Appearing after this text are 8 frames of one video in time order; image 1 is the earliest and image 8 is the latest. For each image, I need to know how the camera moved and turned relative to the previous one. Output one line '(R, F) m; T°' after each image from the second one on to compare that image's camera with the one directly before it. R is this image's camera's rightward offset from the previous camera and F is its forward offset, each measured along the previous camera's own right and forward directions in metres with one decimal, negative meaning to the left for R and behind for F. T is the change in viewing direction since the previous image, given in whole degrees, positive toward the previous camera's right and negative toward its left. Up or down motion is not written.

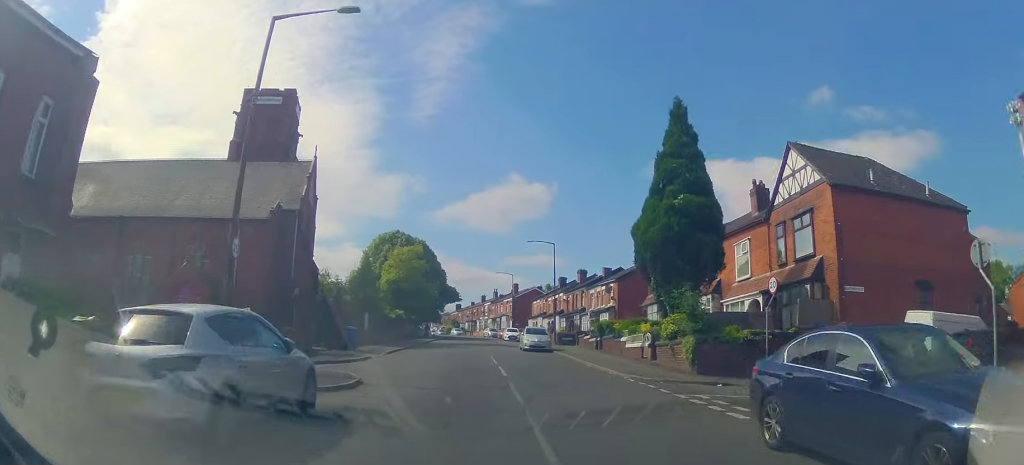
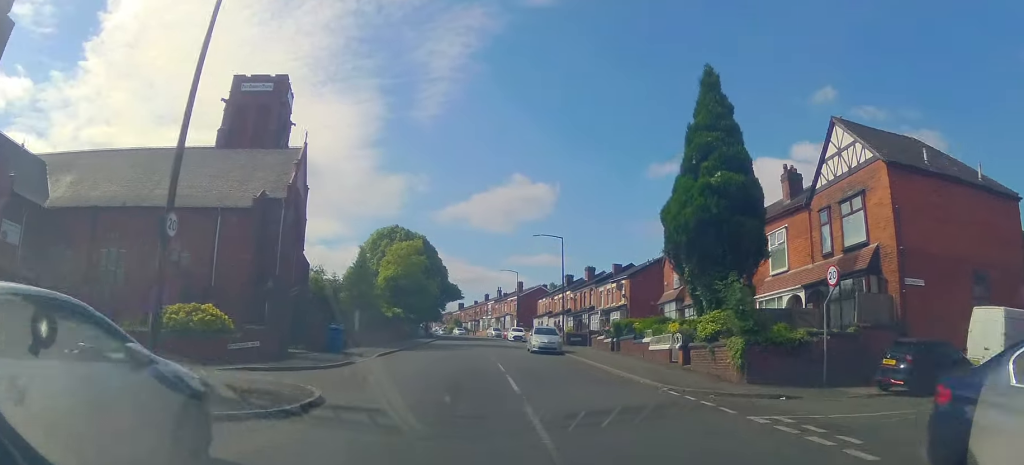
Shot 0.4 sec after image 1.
(0.0, +3.7) m; 0°
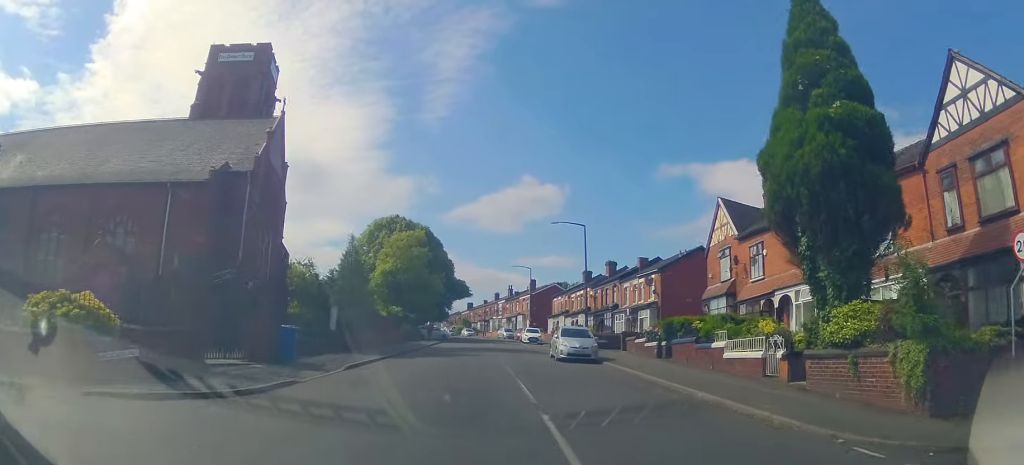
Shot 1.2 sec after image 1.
(+0.1, +7.5) m; -1°
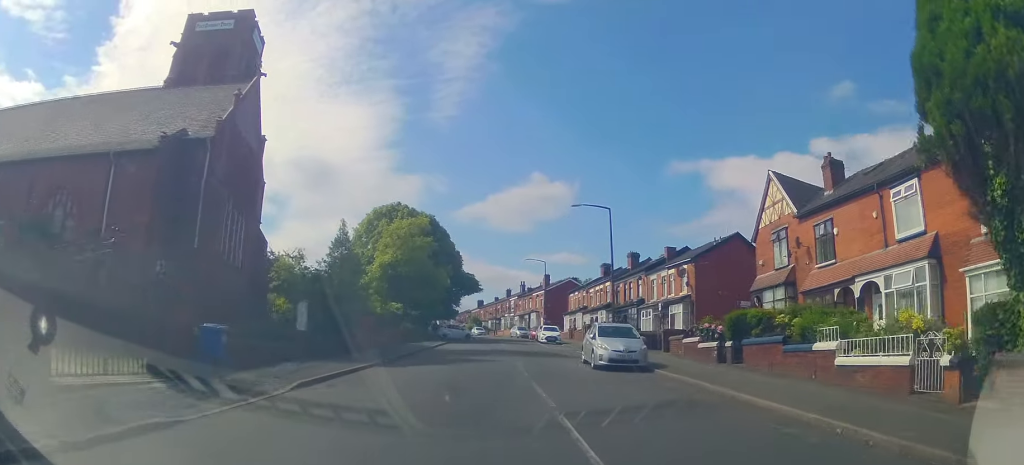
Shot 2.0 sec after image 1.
(-0.1, +6.1) m; -3°
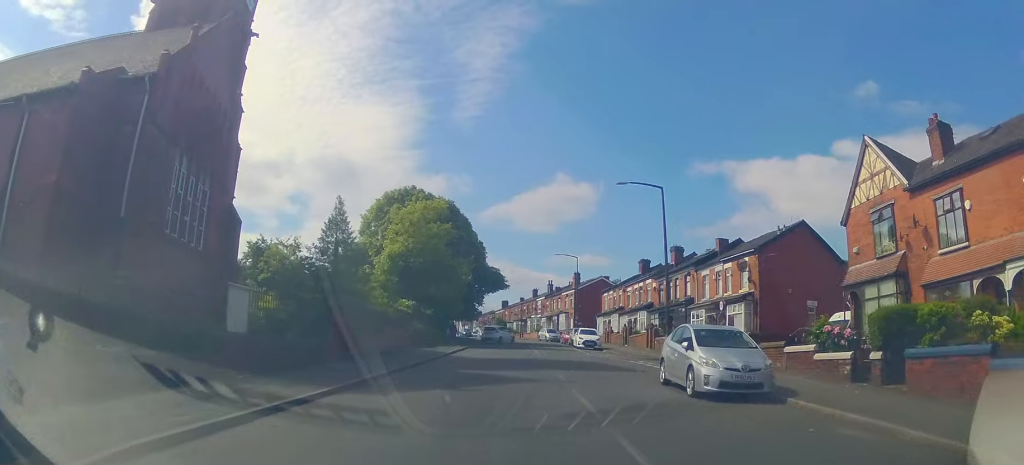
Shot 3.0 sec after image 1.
(-0.3, +7.7) m; -2°
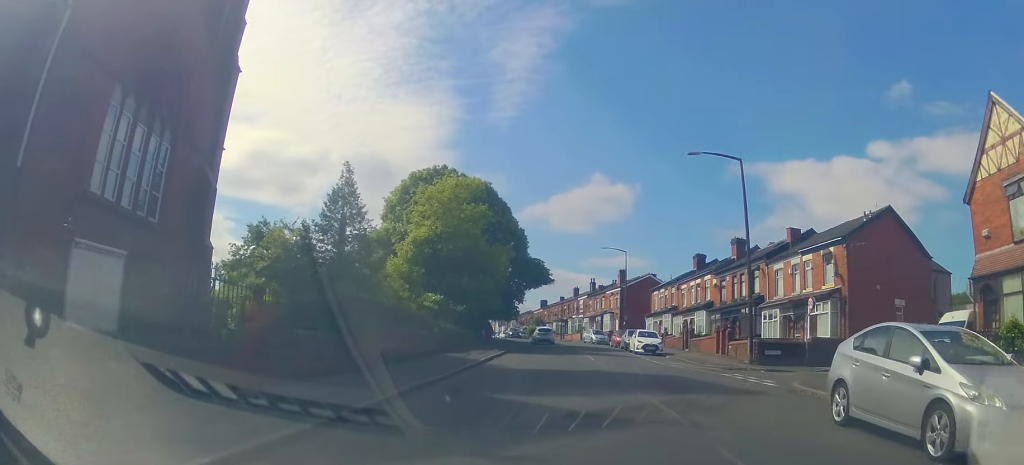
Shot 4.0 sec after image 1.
(0.0, +7.1) m; -2°
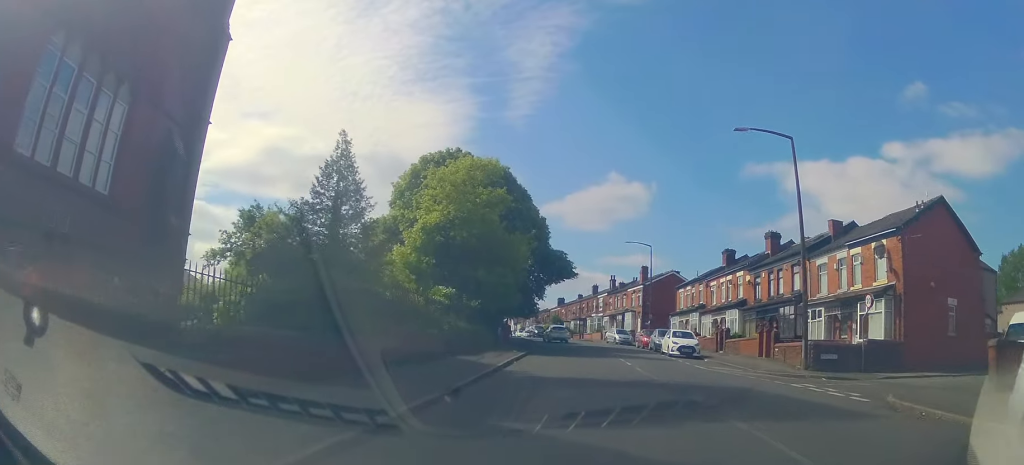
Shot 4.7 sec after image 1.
(-0.2, +3.9) m; -2°
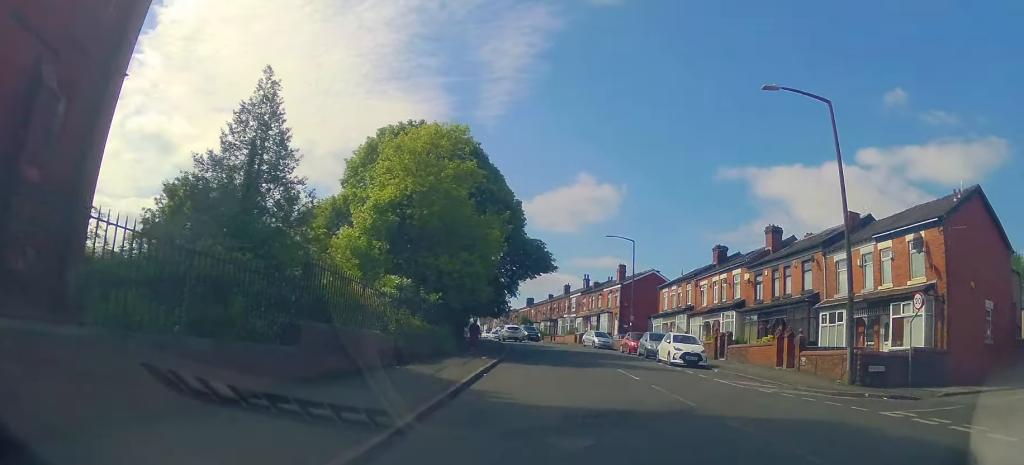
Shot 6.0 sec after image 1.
(-0.1, +6.2) m; -1°
